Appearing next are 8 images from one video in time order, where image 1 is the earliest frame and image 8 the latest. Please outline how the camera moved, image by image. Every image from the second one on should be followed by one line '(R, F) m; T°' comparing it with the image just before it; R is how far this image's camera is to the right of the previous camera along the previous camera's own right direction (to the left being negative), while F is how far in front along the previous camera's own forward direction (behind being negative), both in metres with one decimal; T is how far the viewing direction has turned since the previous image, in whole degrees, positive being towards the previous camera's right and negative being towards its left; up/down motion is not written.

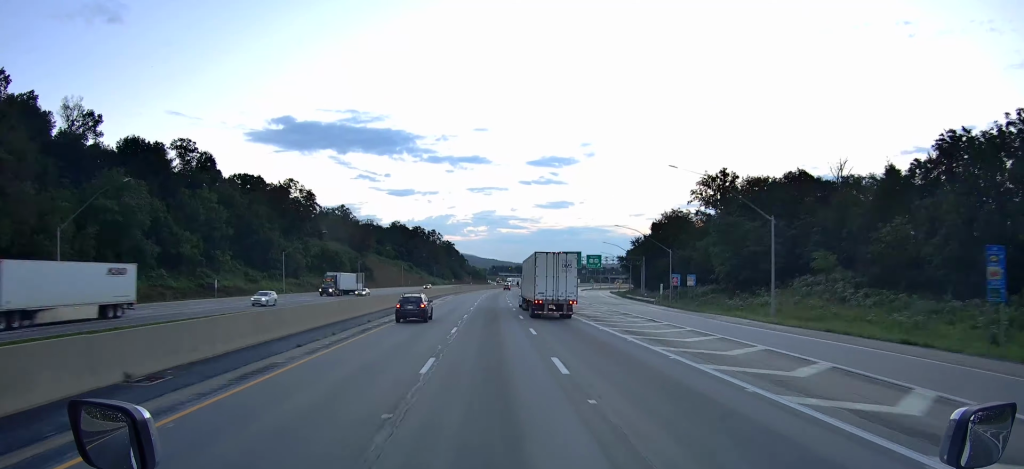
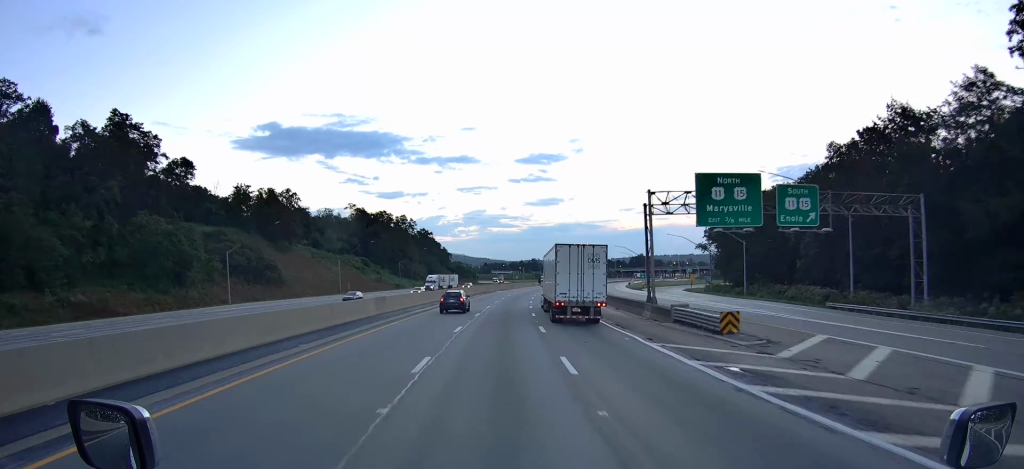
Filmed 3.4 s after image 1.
(+0.9, +98.3) m; +2°
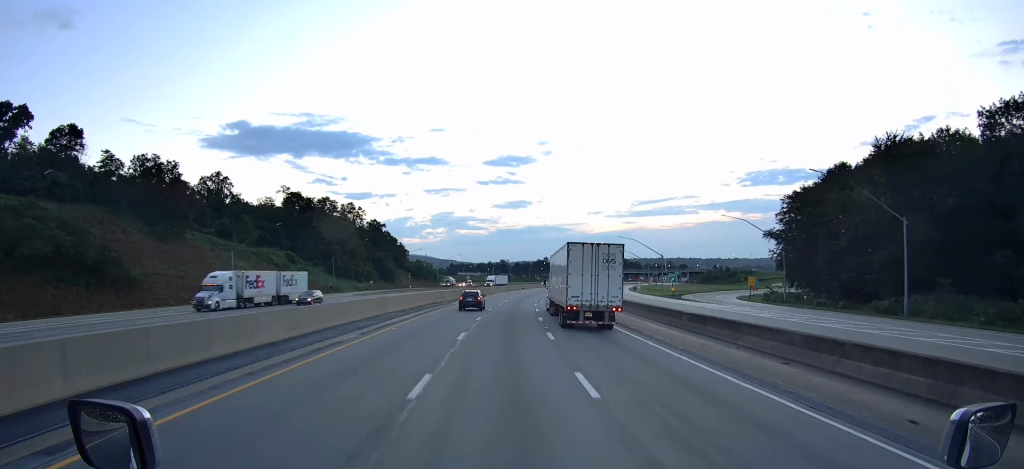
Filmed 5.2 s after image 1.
(+0.8, +52.2) m; +2°
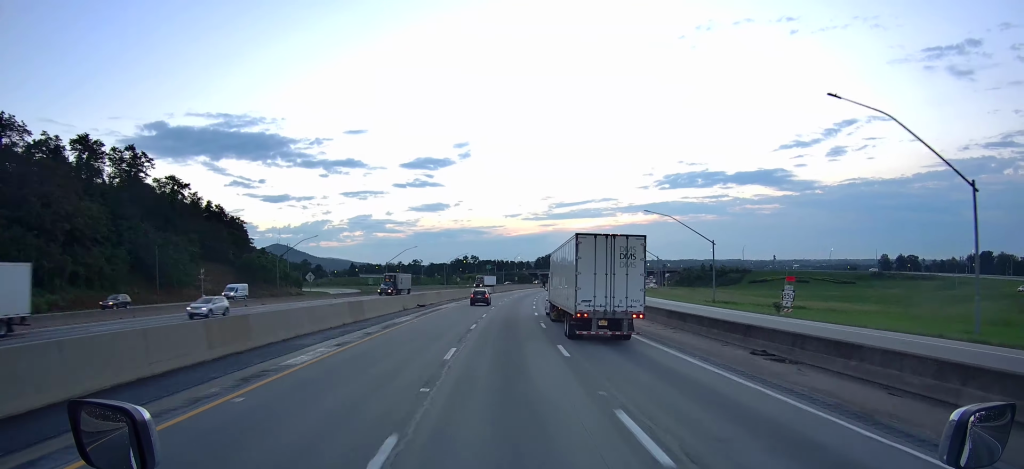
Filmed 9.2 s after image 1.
(+7.0, +116.0) m; +7°
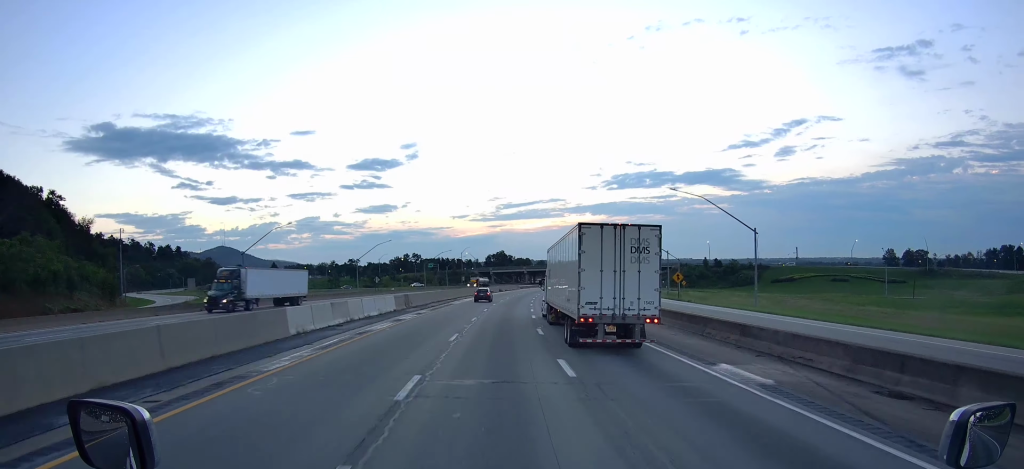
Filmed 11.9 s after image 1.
(+3.6, +78.5) m; +5°
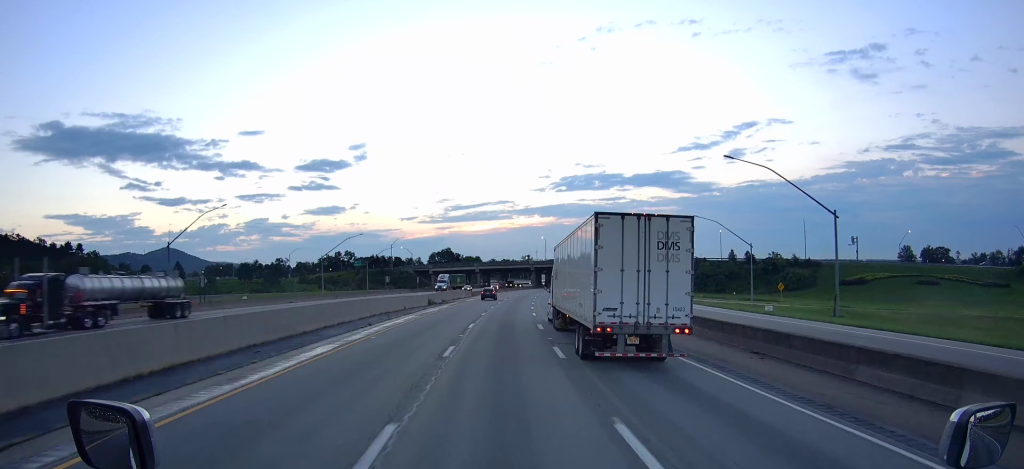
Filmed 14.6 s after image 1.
(+3.1, +78.5) m; +5°
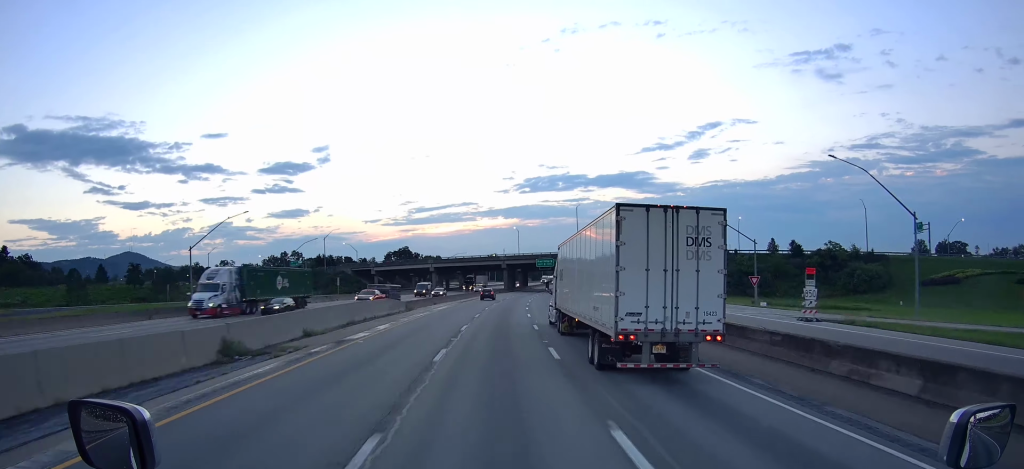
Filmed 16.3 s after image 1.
(+0.1, +49.6) m; +3°
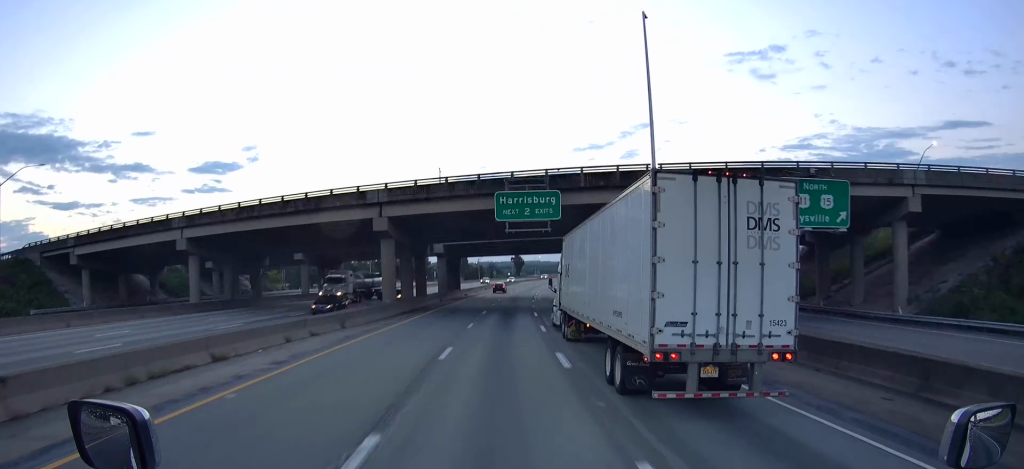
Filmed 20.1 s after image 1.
(+7.2, +110.2) m; +6°
